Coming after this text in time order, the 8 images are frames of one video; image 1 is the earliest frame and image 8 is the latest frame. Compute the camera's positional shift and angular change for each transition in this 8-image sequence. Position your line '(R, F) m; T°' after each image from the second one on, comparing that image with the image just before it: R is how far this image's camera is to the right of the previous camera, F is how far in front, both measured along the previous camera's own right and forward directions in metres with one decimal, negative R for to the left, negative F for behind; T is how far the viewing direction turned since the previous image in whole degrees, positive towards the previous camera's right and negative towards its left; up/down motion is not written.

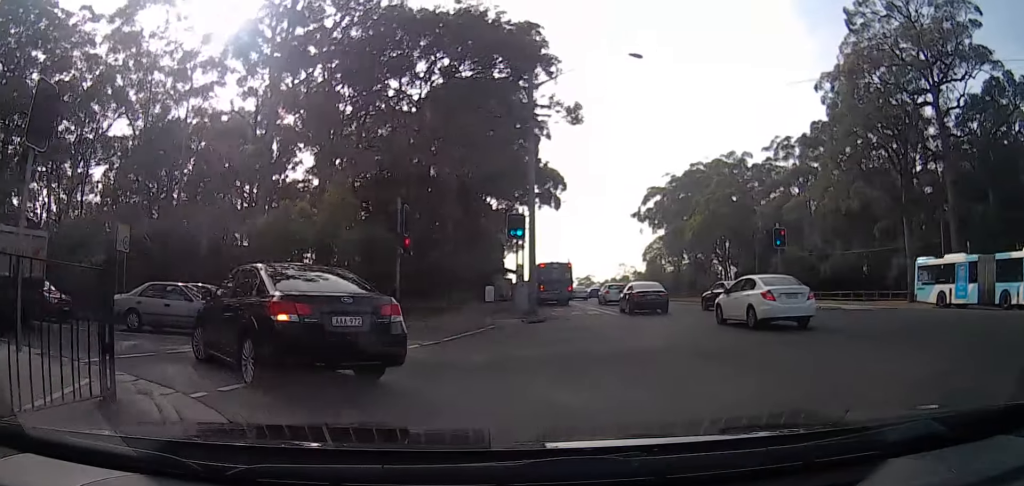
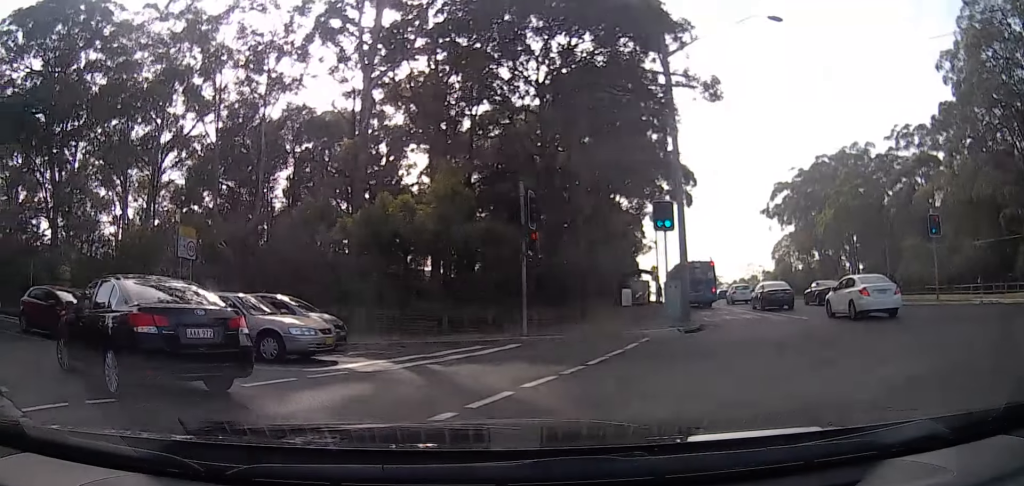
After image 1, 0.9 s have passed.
(-1.2, +4.1) m; -34°
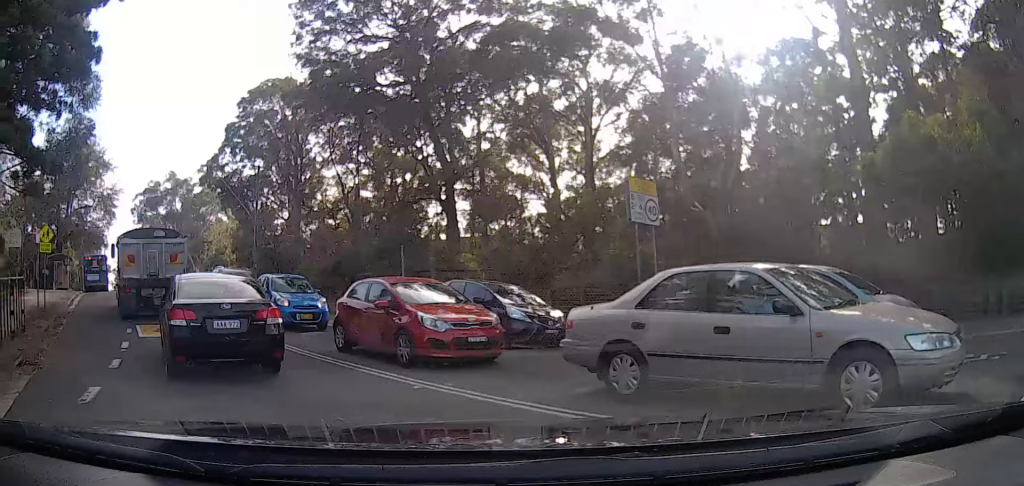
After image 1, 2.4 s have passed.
(-3.3, +7.8) m; -24°
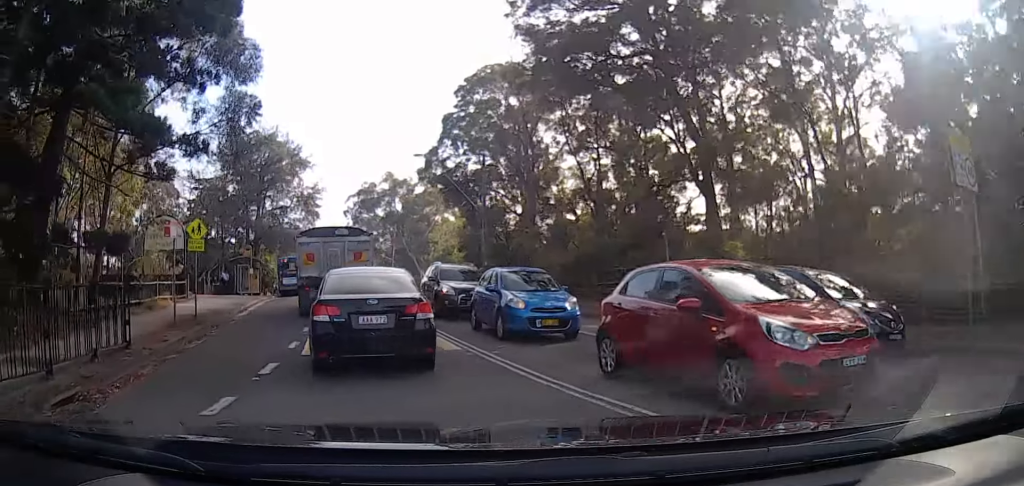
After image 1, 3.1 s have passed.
(0.0, +3.8) m; 0°
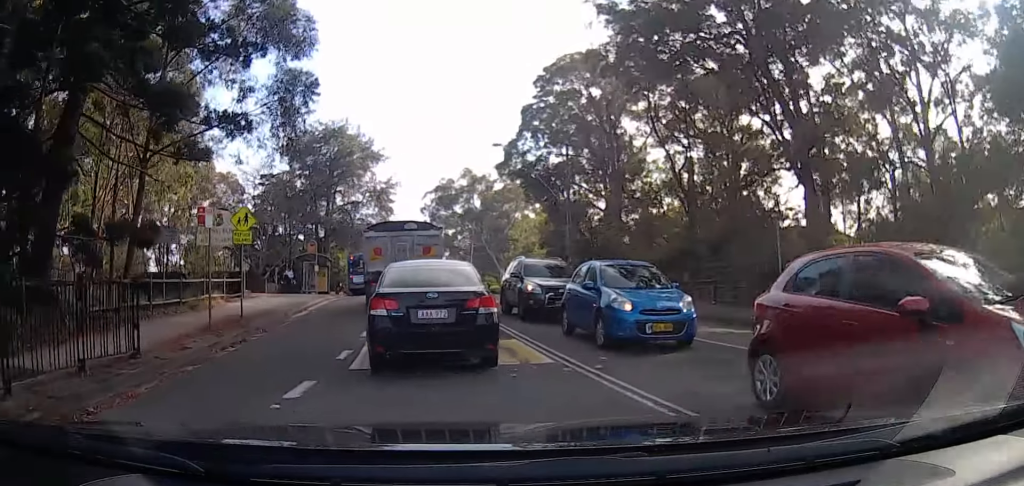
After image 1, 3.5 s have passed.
(0.0, +2.1) m; 0°
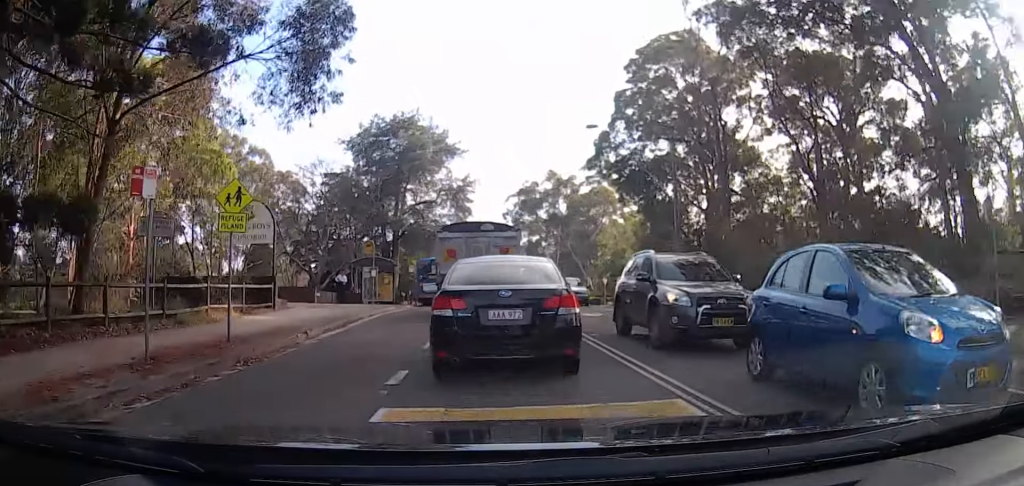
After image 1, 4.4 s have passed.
(0.0, +4.4) m; 0°
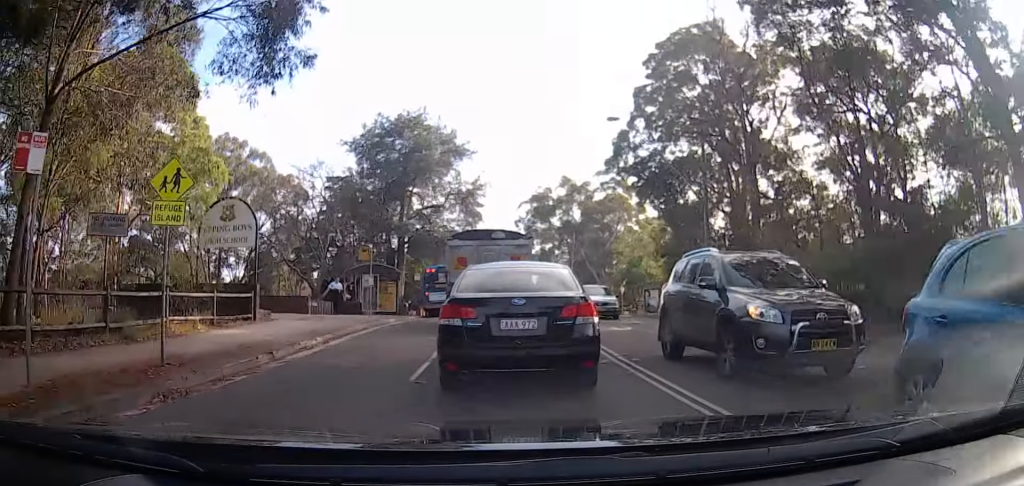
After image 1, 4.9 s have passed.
(0.0, +2.2) m; -2°
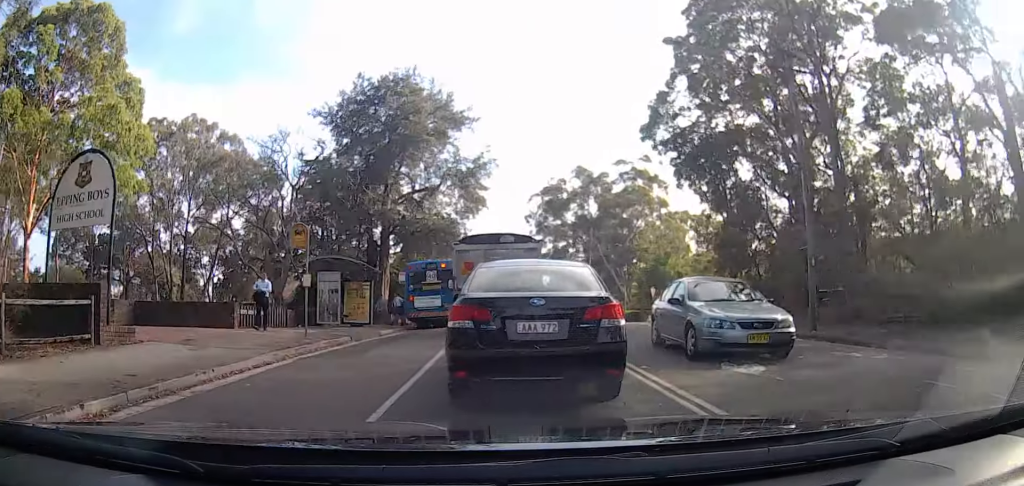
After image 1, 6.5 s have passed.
(-0.6, +7.5) m; -9°
